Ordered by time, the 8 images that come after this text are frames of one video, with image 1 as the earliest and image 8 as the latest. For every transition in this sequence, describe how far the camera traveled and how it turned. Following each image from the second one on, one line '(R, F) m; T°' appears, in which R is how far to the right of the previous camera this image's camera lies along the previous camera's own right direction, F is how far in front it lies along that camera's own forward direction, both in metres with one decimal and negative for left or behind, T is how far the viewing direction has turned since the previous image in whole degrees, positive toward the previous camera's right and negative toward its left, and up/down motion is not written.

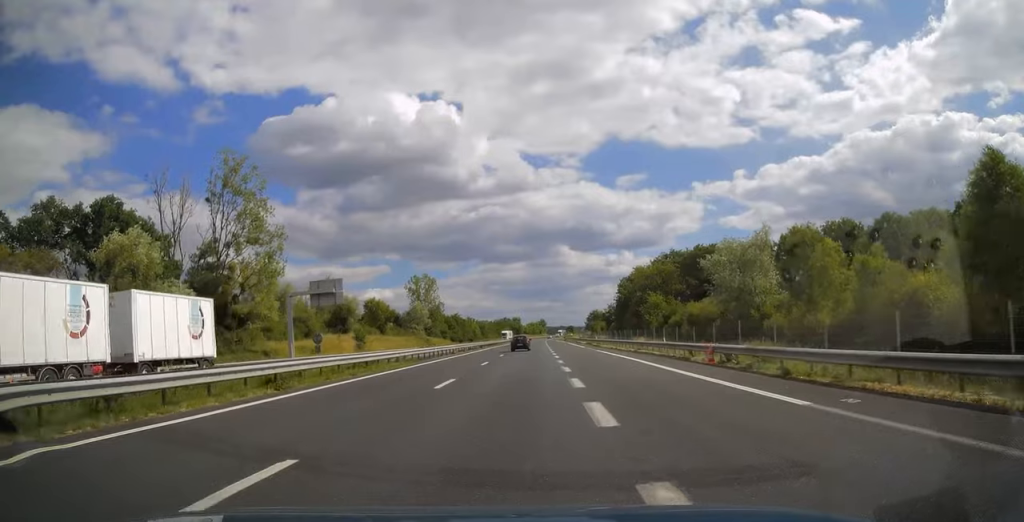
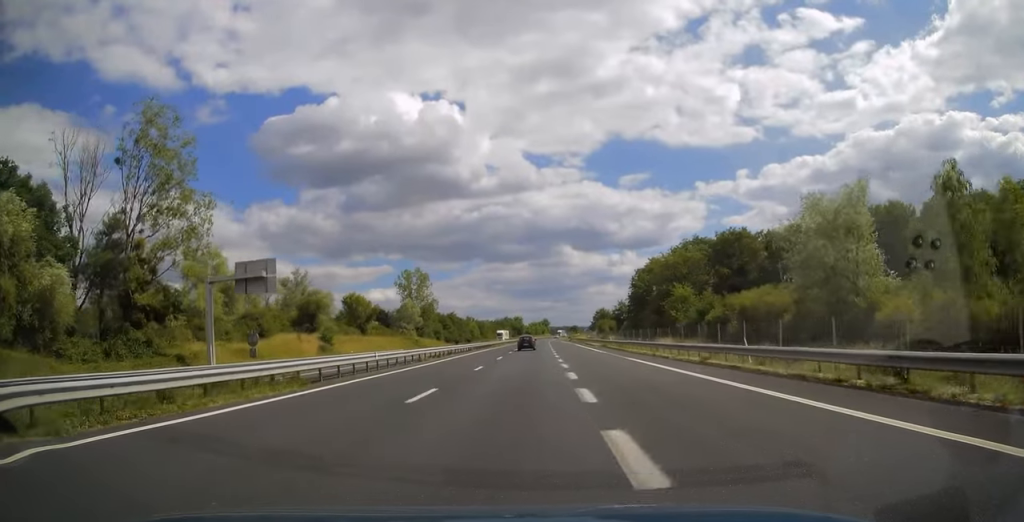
(0.0, +16.3) m; 0°
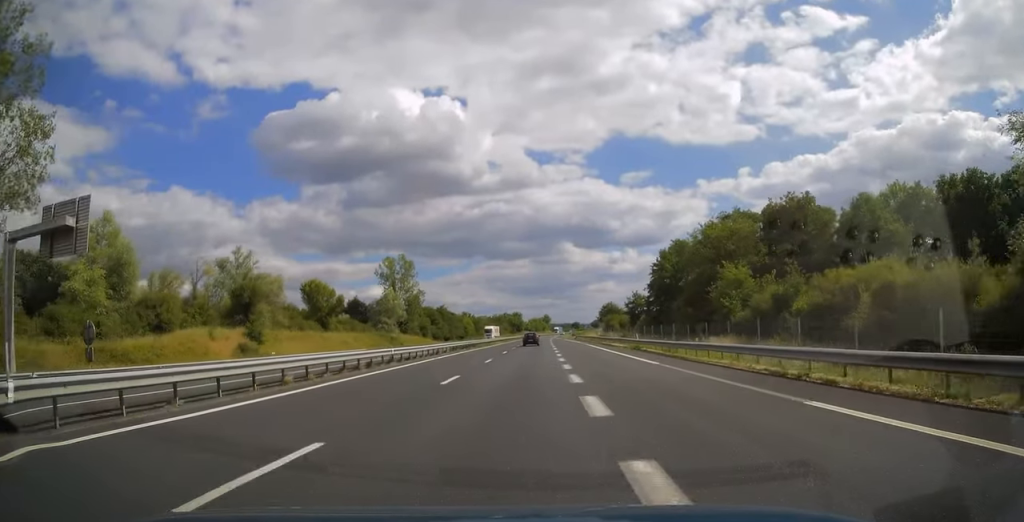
(-0.1, +21.1) m; 0°
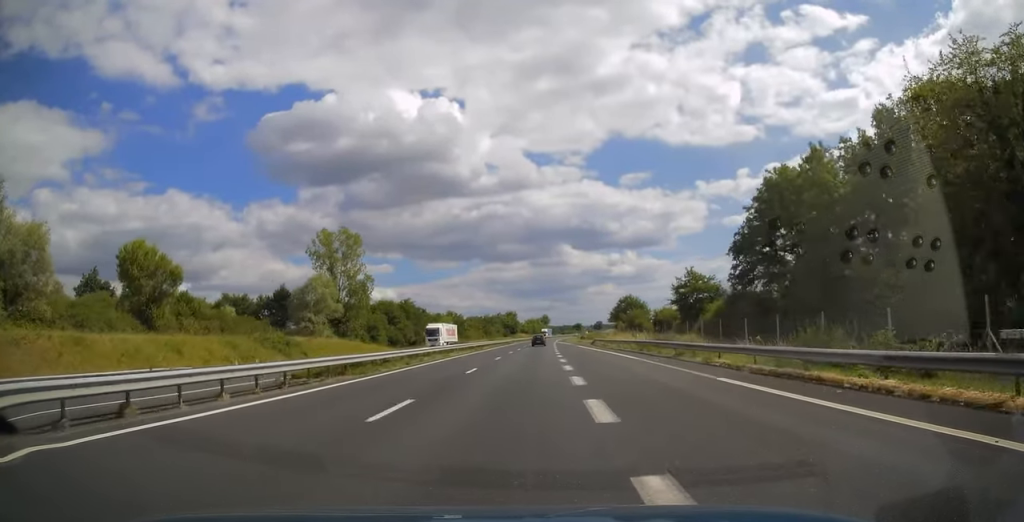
(0.0, +45.7) m; 0°
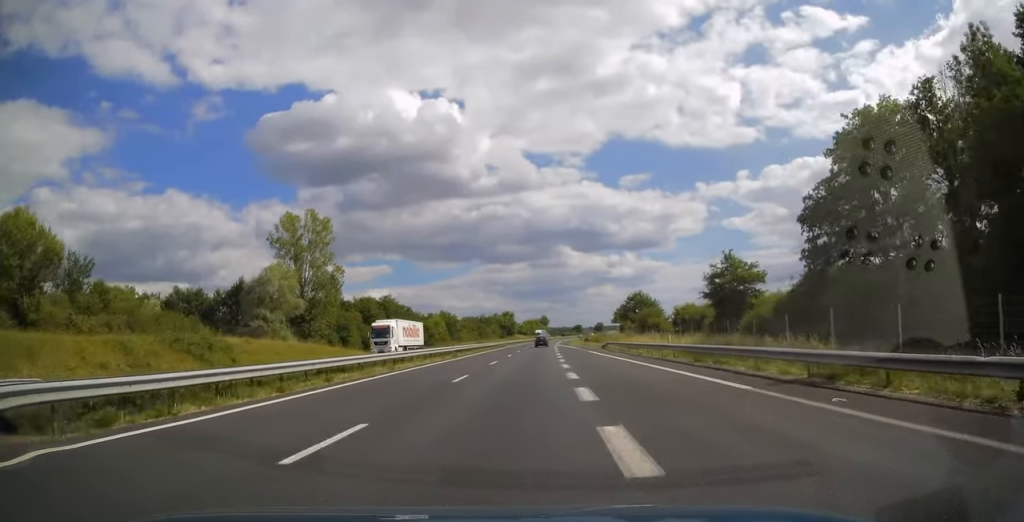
(0.0, +16.3) m; 0°
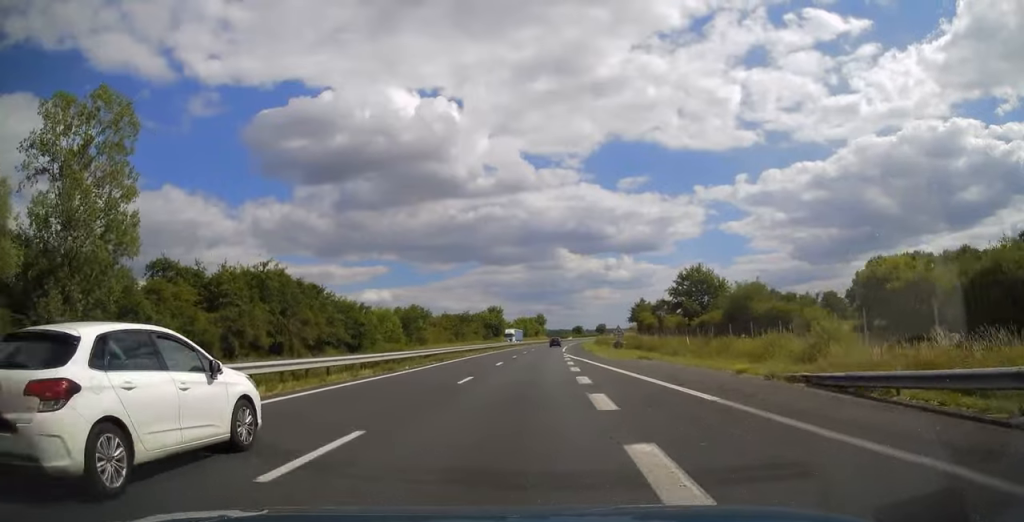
(+0.4, +52.7) m; +1°
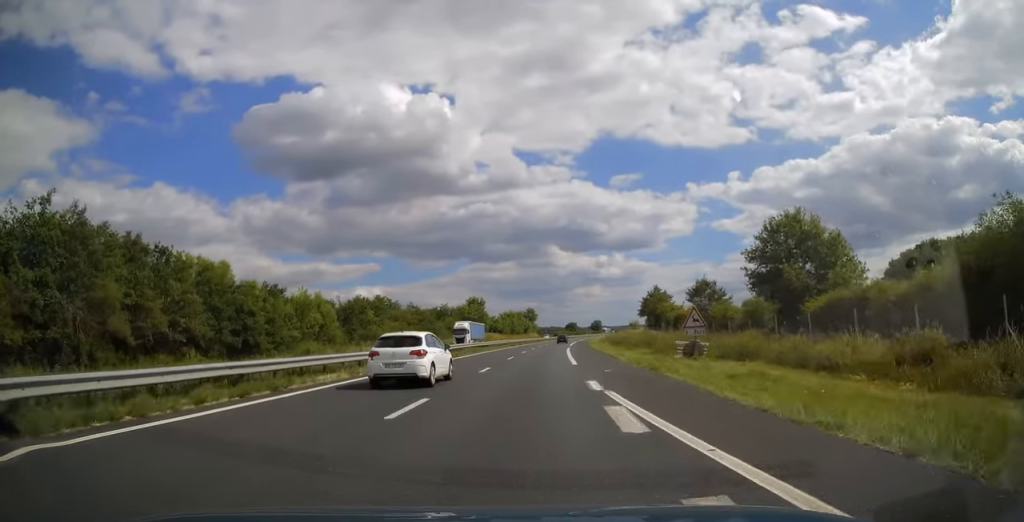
(+0.3, +34.5) m; +1°
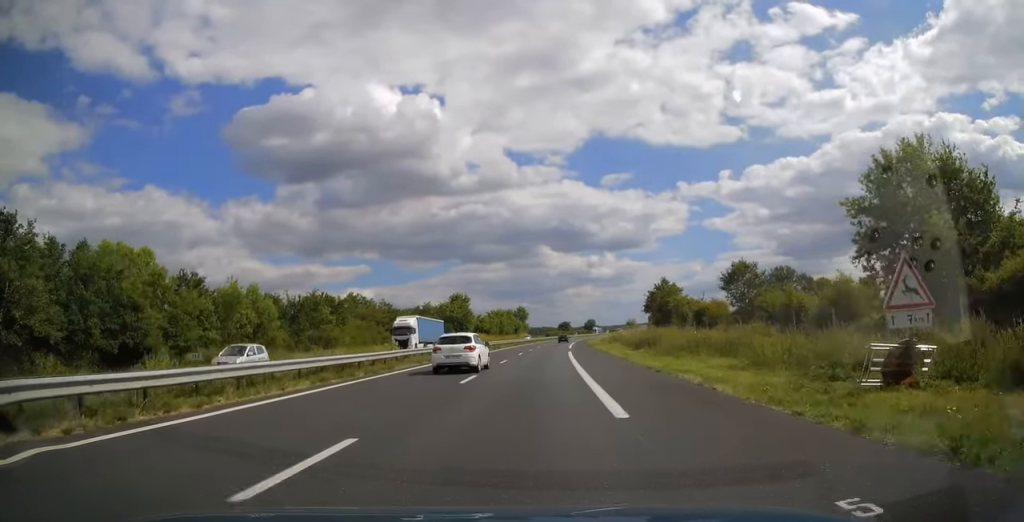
(+0.1, +18.2) m; +1°
